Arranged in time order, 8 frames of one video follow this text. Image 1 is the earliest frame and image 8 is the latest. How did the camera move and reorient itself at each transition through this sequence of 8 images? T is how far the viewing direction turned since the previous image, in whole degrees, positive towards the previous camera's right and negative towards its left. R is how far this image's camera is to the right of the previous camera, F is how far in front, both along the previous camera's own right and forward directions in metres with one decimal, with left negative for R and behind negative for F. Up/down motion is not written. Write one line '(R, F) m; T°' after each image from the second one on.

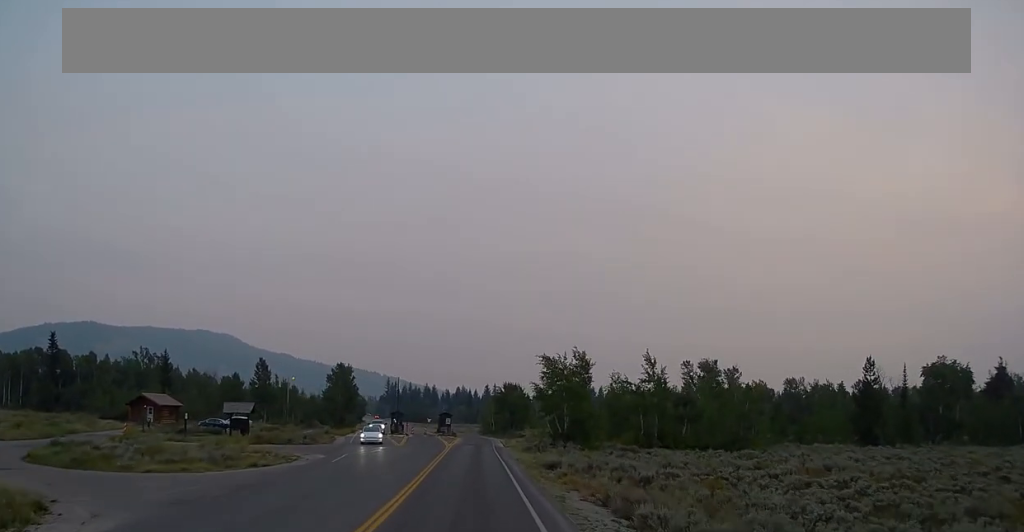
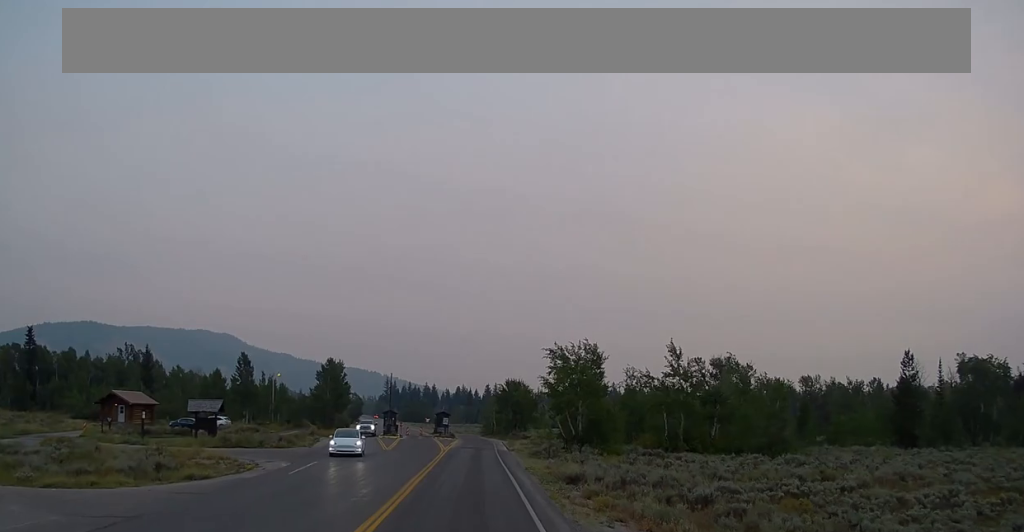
(+0.4, +7.7) m; +1°
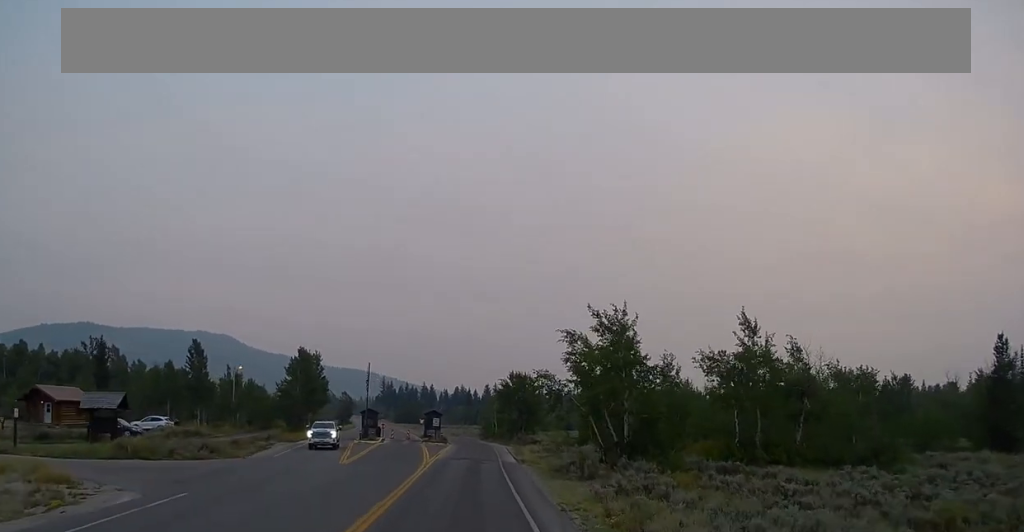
(+0.1, +15.4) m; -1°
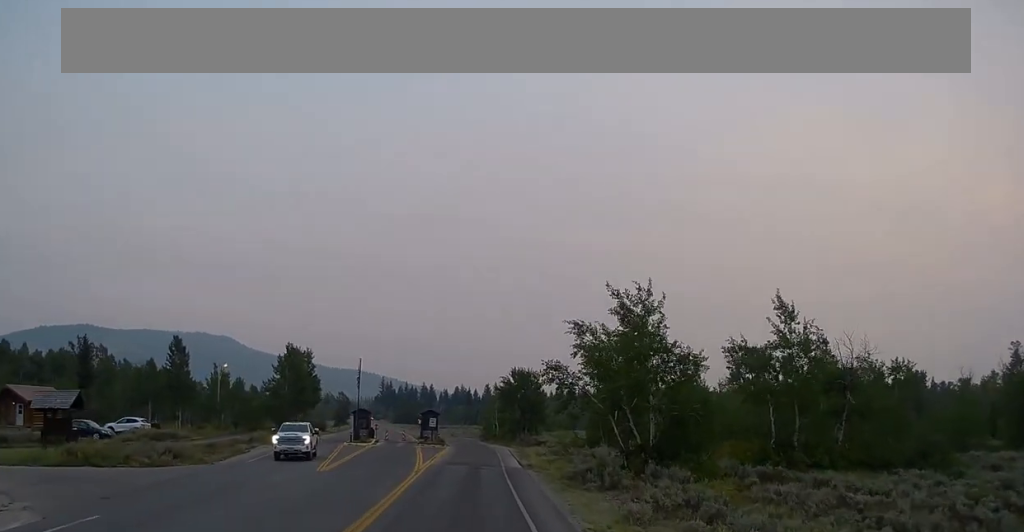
(-0.3, +4.7) m; 0°
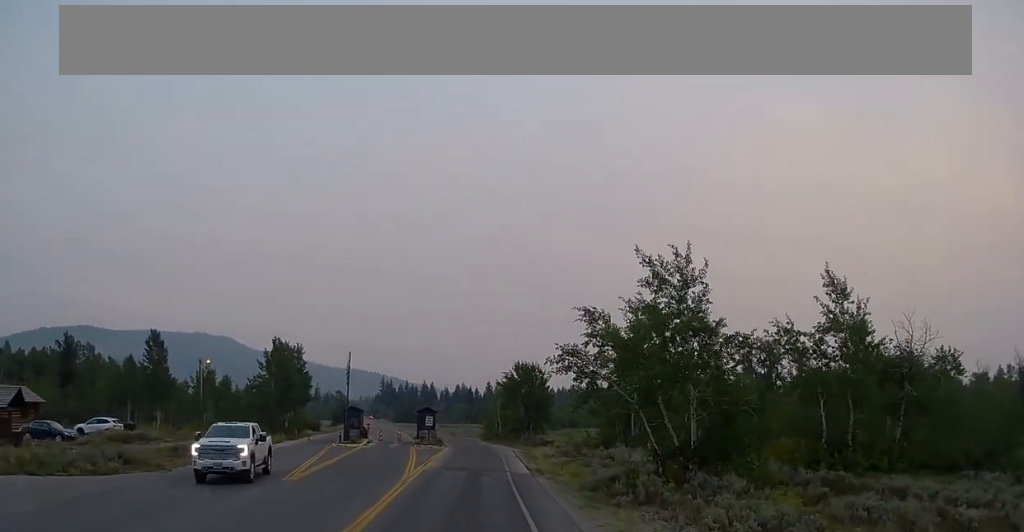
(-0.1, +5.0) m; 0°
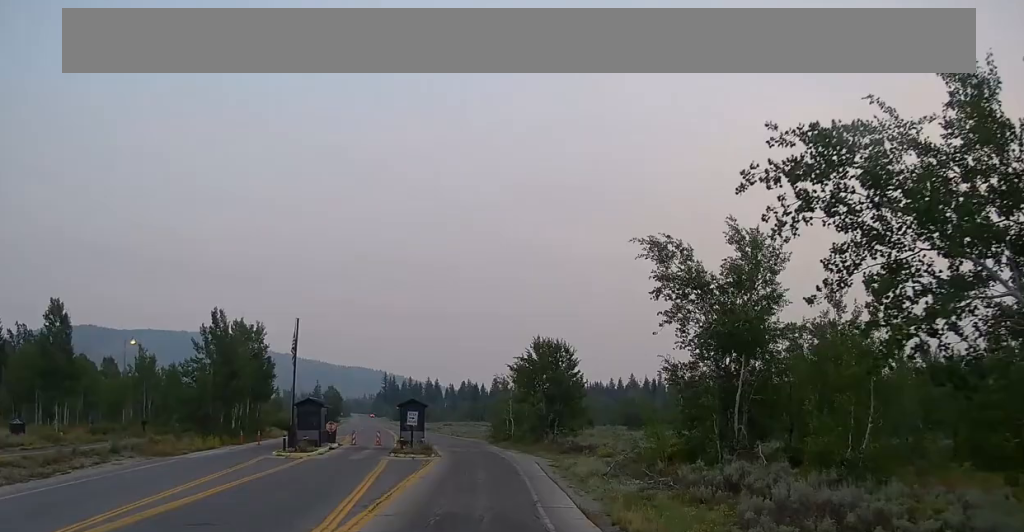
(+0.5, +17.7) m; 0°
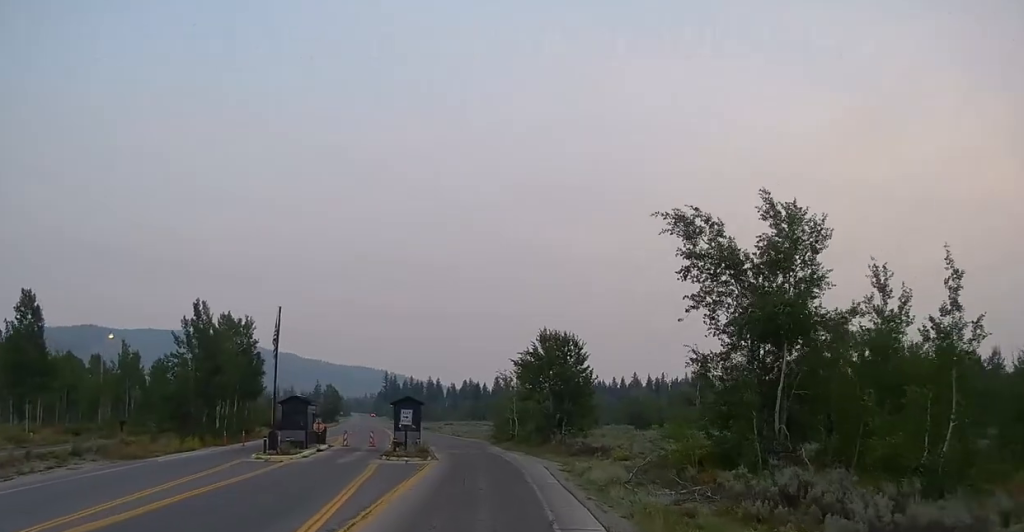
(+0.2, +3.7) m; -1°
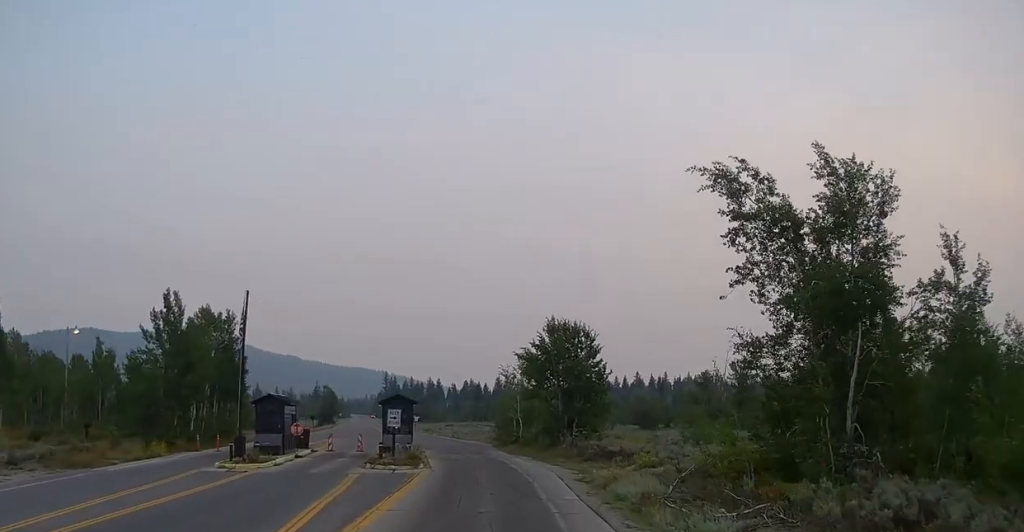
(-0.2, +4.7) m; -1°
